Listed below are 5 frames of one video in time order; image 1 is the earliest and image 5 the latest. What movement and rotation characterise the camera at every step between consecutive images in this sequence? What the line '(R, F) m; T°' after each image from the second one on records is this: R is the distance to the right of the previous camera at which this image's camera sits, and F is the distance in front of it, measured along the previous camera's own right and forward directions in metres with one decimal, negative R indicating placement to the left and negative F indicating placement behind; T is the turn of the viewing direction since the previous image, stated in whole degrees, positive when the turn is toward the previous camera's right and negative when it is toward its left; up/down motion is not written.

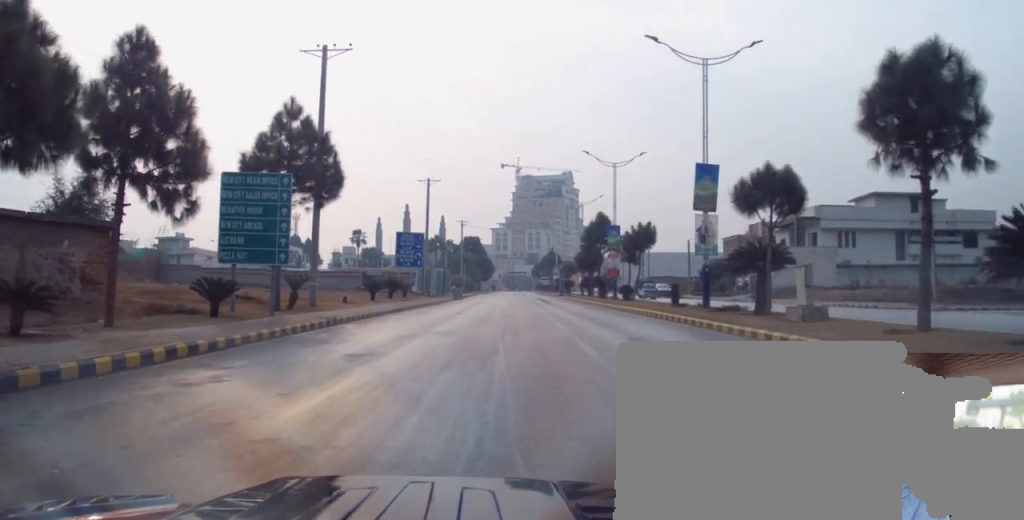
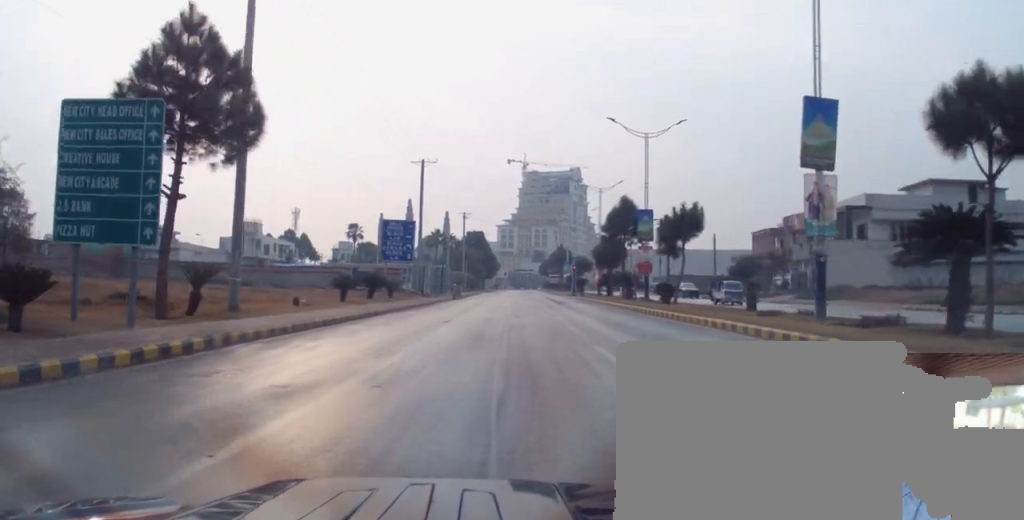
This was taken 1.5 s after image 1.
(0.0, +10.1) m; 0°
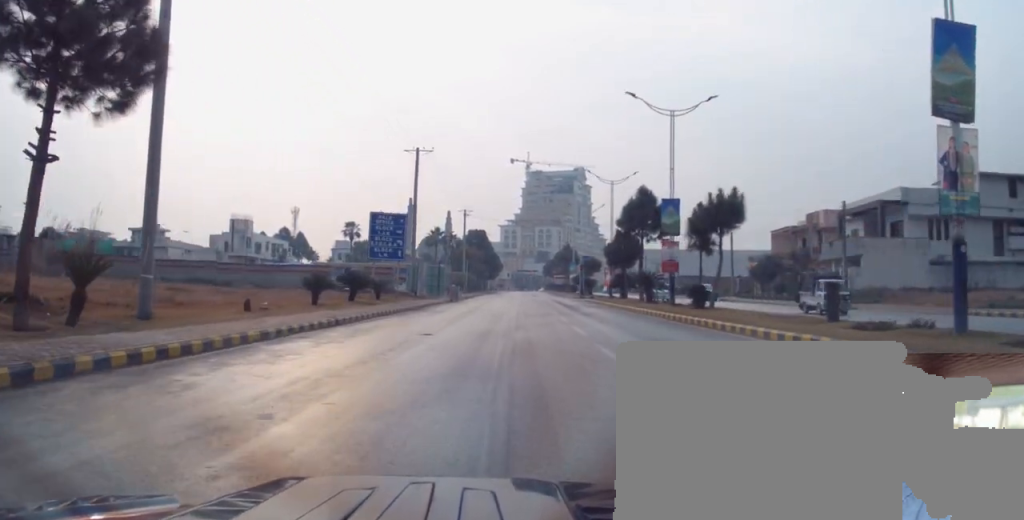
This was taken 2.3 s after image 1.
(-0.1, +6.1) m; -2°
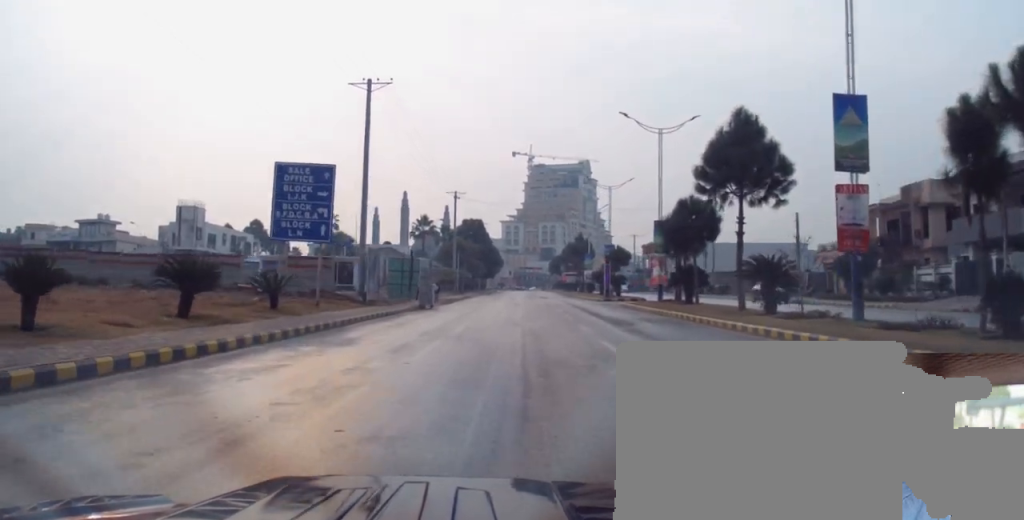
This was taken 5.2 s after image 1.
(+0.1, +19.8) m; +2°
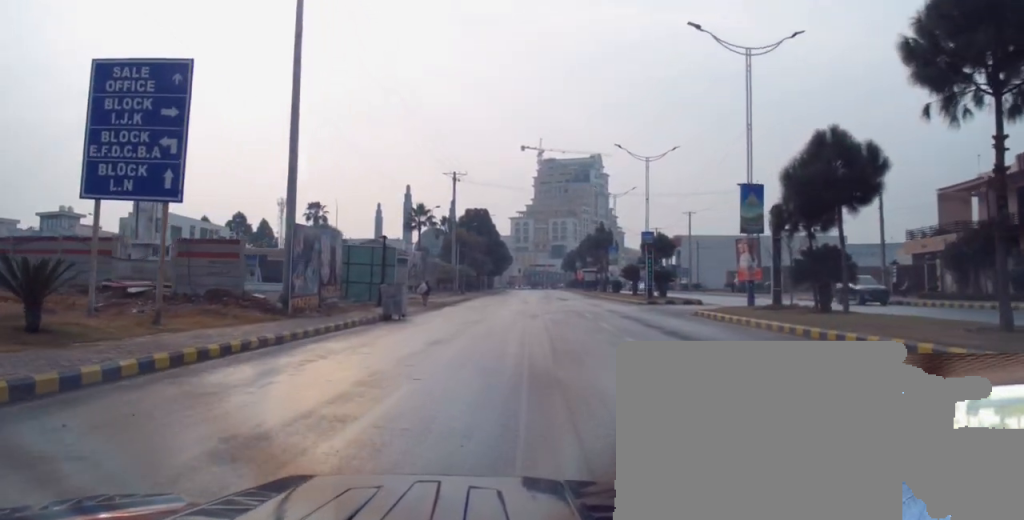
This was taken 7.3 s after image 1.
(0.0, +14.4) m; 0°
